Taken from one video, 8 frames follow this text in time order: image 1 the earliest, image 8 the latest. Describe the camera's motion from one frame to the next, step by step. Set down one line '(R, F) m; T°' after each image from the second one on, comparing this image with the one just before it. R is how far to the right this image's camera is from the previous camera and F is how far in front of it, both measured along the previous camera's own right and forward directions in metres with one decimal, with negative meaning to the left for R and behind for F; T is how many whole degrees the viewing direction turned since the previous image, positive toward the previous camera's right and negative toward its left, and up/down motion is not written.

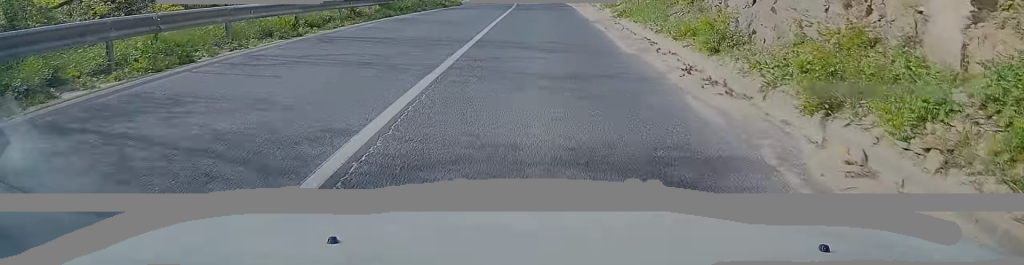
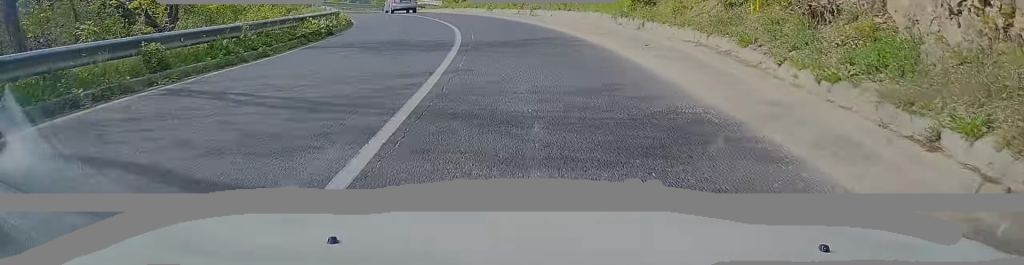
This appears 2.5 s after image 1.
(+0.3, +34.9) m; -2°
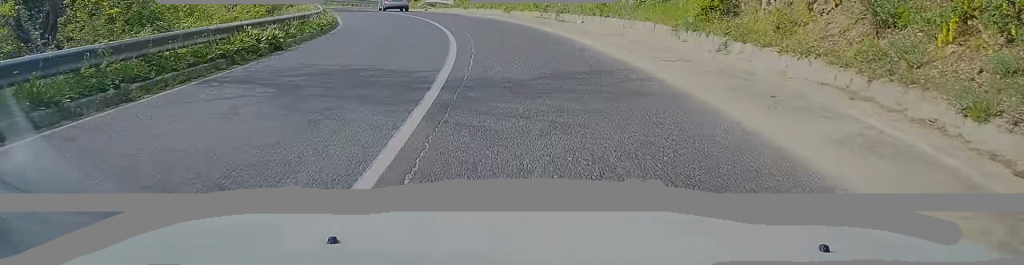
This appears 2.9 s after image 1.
(-0.2, +6.0) m; -2°
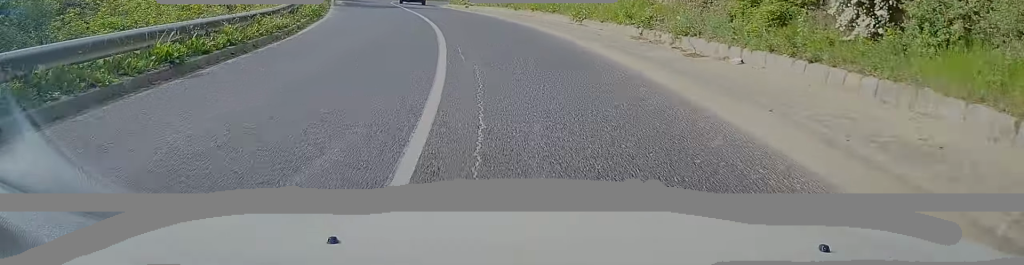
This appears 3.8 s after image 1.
(-0.4, +11.8) m; -5°
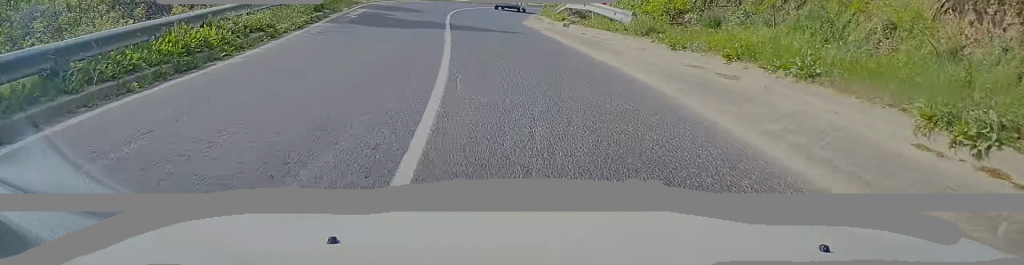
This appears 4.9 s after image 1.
(-1.1, +15.1) m; -7°
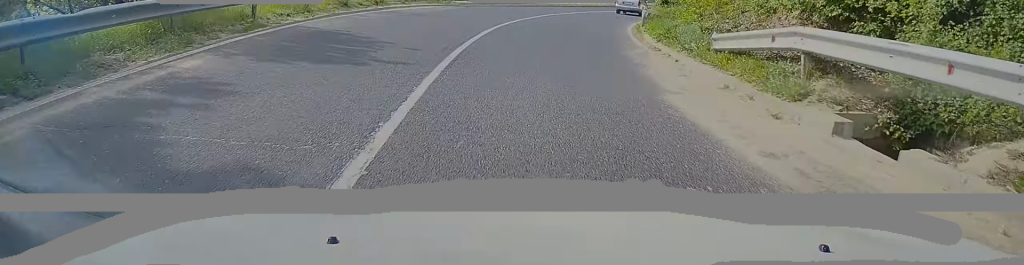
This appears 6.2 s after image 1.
(-0.7, +17.2) m; -2°
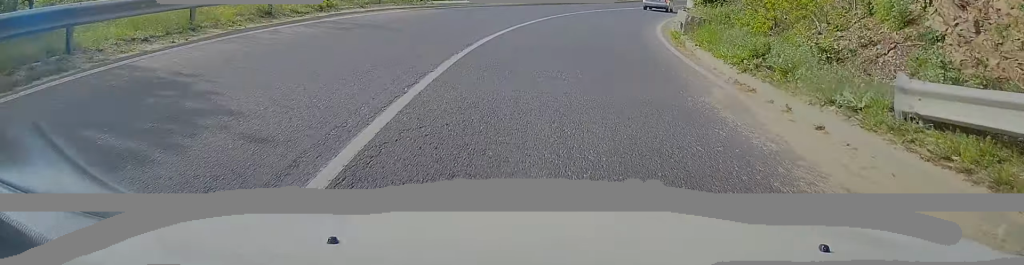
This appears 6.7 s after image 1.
(+0.1, +6.5) m; +2°
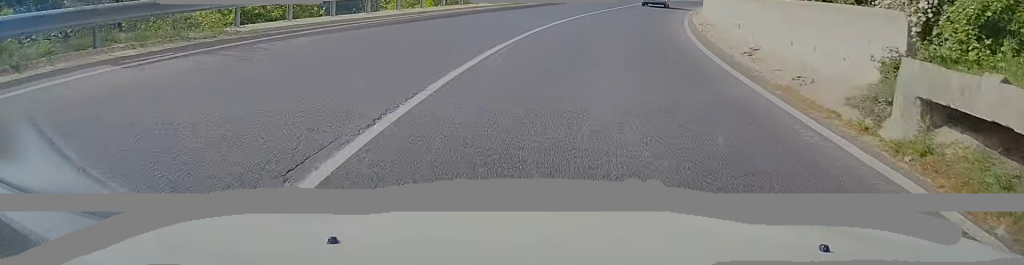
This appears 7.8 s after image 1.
(+0.4, +13.9) m; +5°
